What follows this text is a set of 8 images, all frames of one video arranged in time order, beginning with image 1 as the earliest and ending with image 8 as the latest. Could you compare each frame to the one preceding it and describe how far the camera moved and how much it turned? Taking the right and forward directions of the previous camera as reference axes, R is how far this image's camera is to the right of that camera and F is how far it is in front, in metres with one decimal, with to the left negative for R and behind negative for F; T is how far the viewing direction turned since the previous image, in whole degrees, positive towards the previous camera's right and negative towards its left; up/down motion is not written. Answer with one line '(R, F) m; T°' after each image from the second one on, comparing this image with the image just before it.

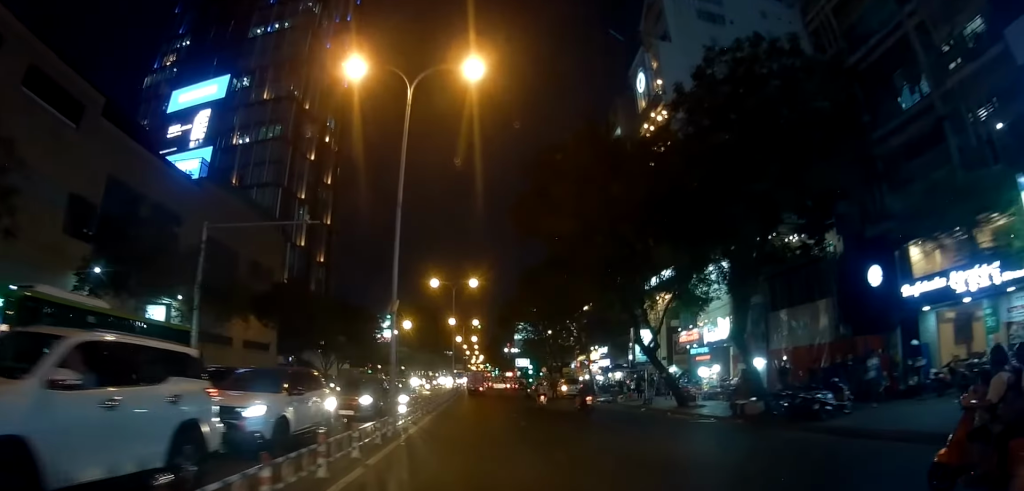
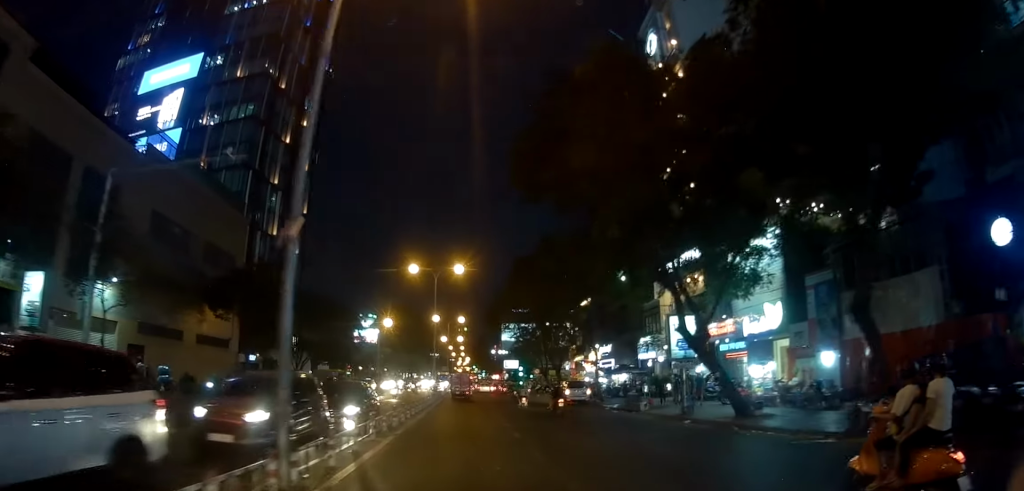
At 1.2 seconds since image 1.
(-0.5, +6.7) m; +1°
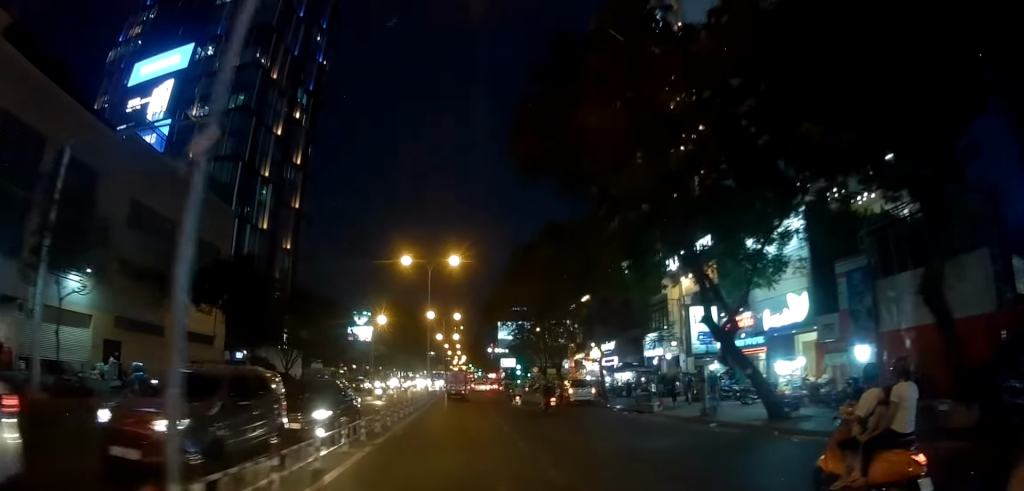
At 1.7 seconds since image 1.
(+0.3, +2.4) m; 0°
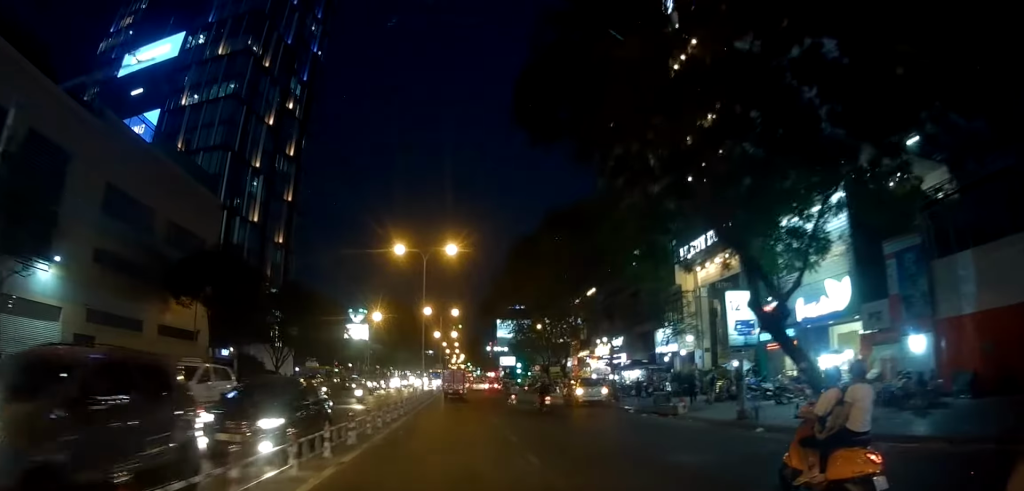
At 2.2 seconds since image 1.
(+0.3, +2.9) m; 0°
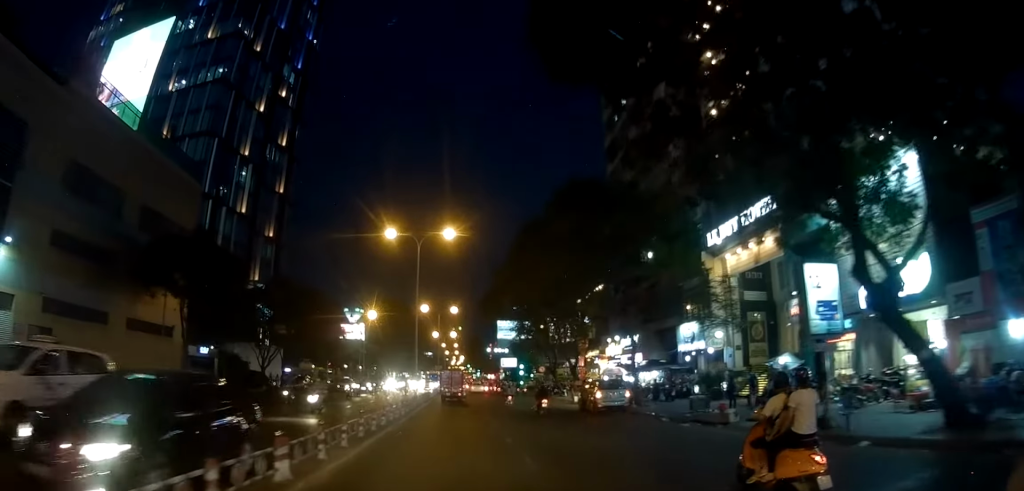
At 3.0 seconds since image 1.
(-0.5, +4.5) m; 0°
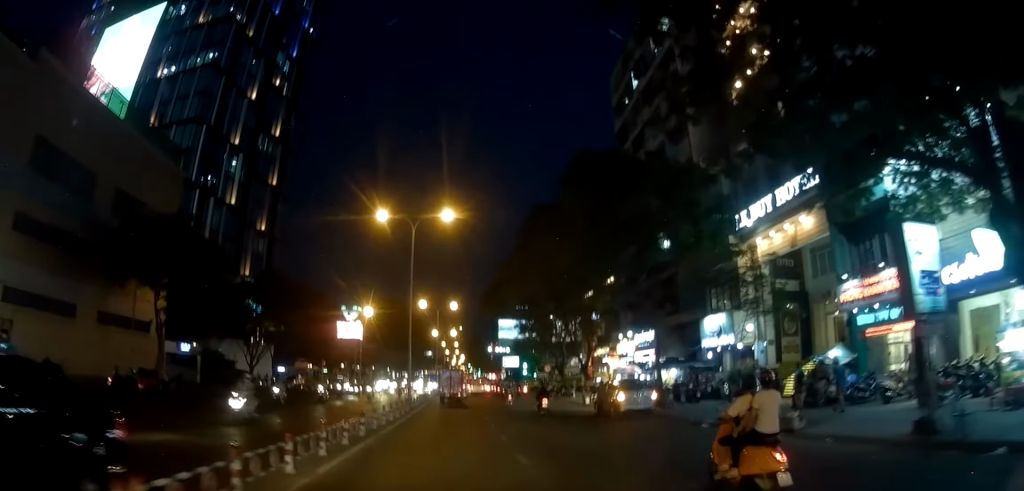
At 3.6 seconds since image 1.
(+0.3, +3.5) m; 0°
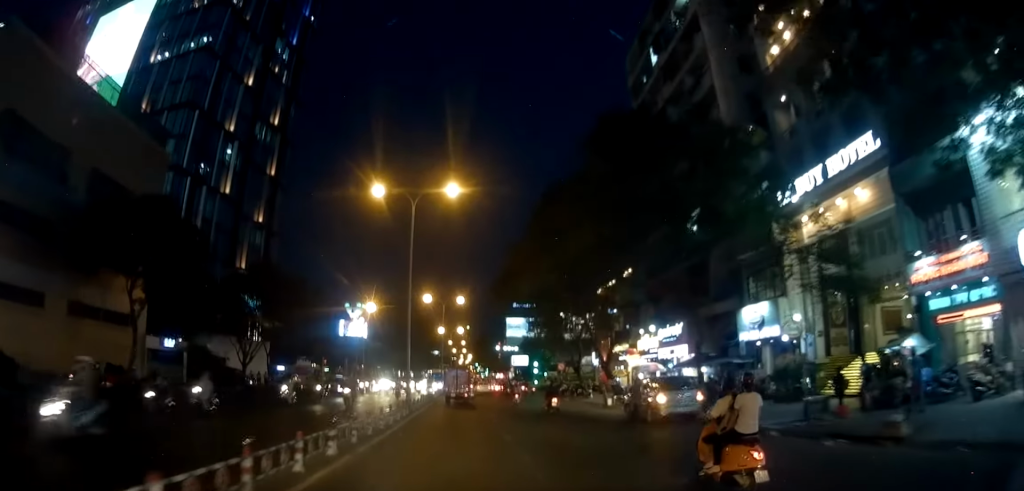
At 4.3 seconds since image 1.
(+0.2, +3.7) m; -2°
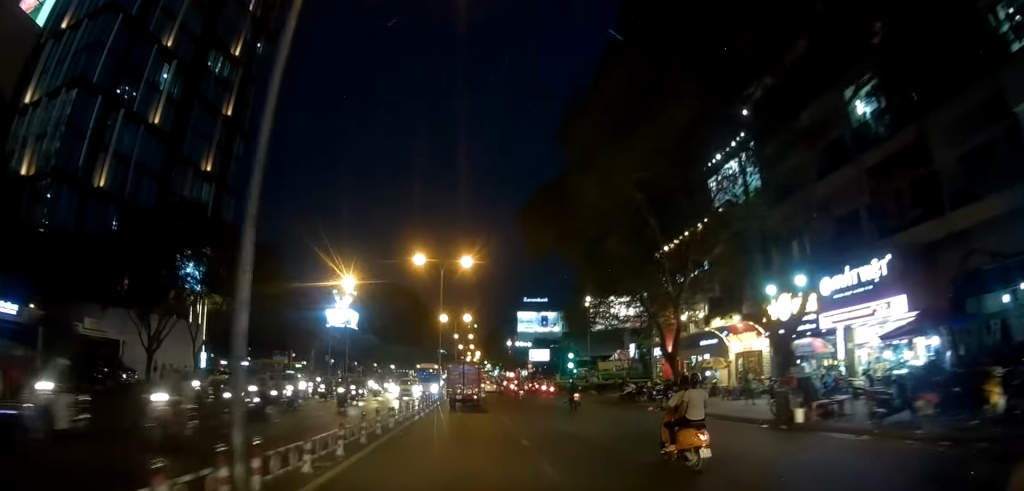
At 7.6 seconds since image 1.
(-2.1, +18.5) m; 0°
